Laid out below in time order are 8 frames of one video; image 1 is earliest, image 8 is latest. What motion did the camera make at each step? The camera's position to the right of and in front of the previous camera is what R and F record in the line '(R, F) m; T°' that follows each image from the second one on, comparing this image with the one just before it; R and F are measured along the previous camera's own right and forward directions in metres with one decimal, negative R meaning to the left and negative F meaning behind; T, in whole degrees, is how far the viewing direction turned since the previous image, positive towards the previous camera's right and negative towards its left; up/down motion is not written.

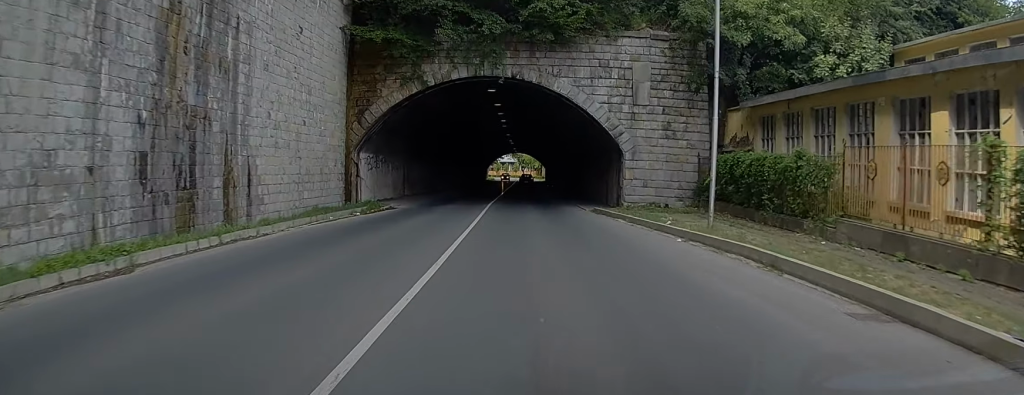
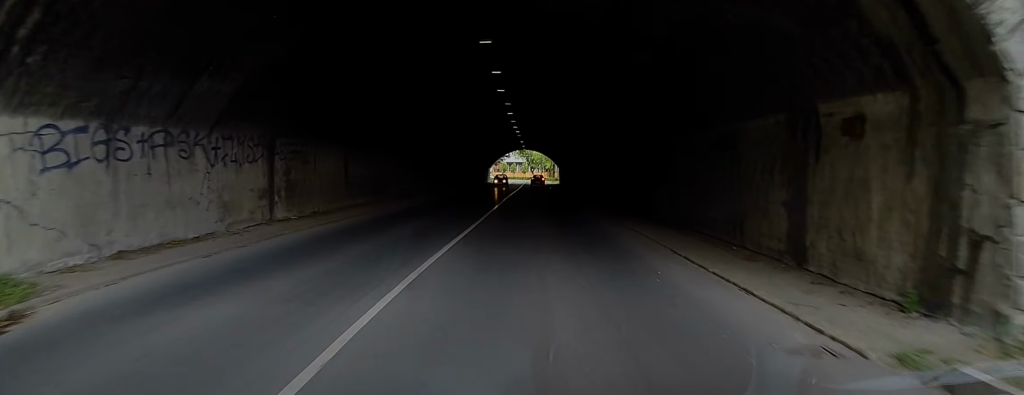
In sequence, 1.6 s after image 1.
(+0.2, +23.5) m; 0°
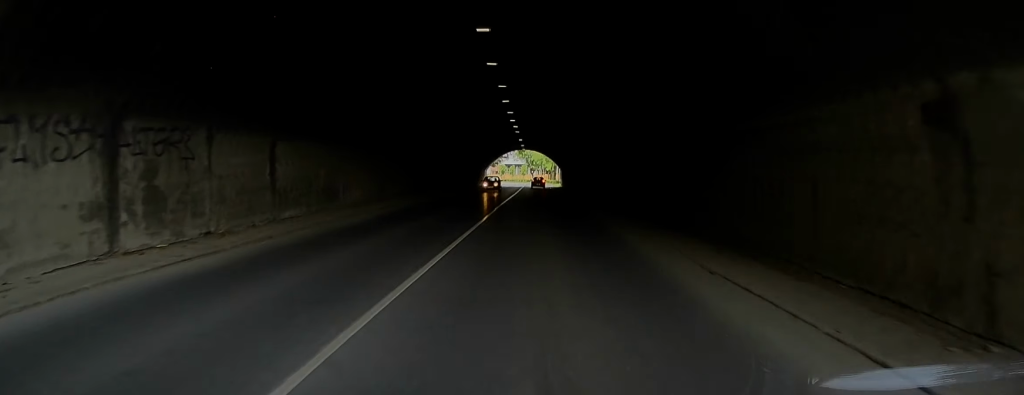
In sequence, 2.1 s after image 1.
(-0.1, +7.9) m; 0°
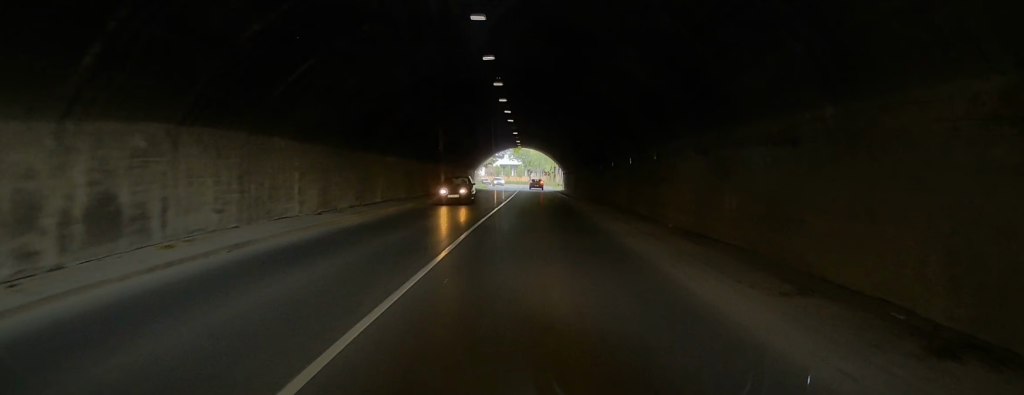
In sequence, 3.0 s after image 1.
(0.0, +13.4) m; 0°
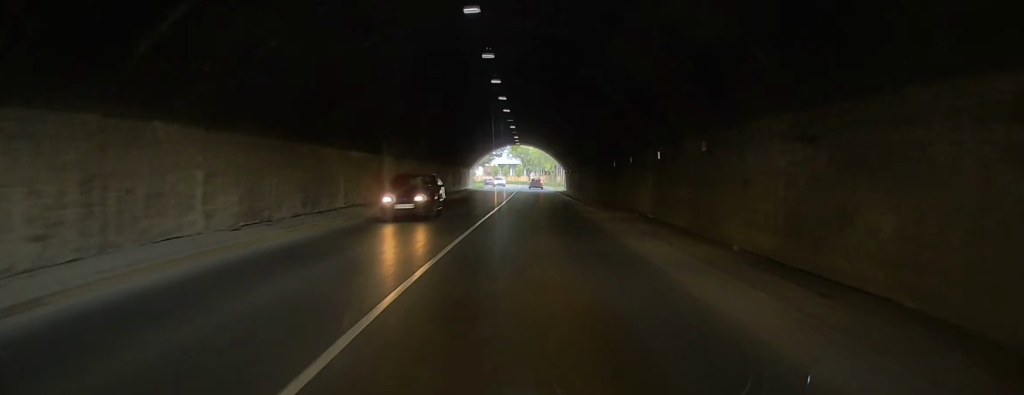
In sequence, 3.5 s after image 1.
(+0.1, +6.5) m; 0°
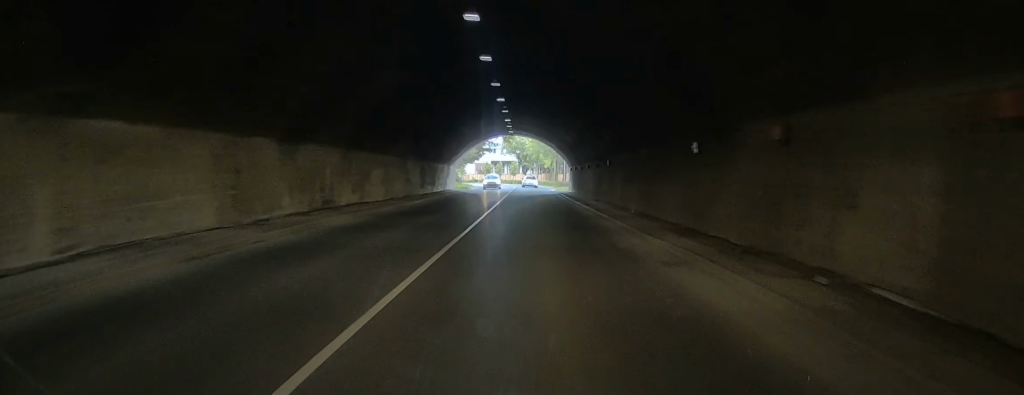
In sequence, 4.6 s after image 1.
(-0.1, +17.1) m; +1°
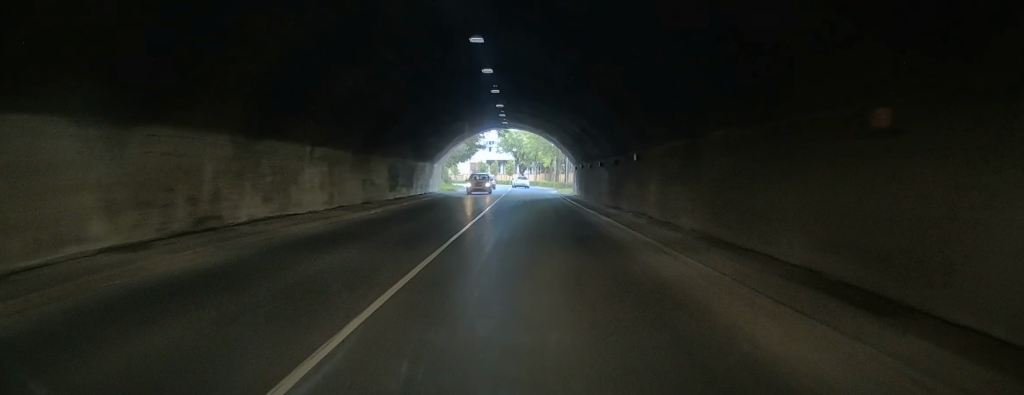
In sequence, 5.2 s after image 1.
(+0.2, +9.7) m; +1°
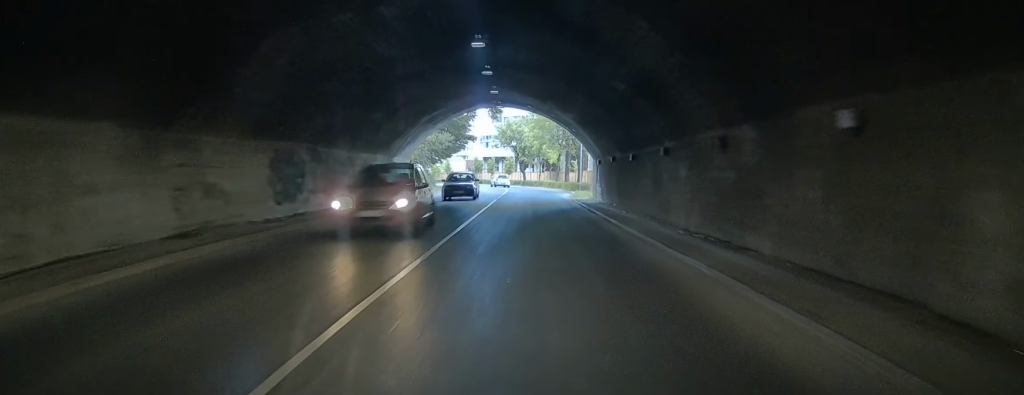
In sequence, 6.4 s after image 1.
(-0.1, +17.6) m; -1°
